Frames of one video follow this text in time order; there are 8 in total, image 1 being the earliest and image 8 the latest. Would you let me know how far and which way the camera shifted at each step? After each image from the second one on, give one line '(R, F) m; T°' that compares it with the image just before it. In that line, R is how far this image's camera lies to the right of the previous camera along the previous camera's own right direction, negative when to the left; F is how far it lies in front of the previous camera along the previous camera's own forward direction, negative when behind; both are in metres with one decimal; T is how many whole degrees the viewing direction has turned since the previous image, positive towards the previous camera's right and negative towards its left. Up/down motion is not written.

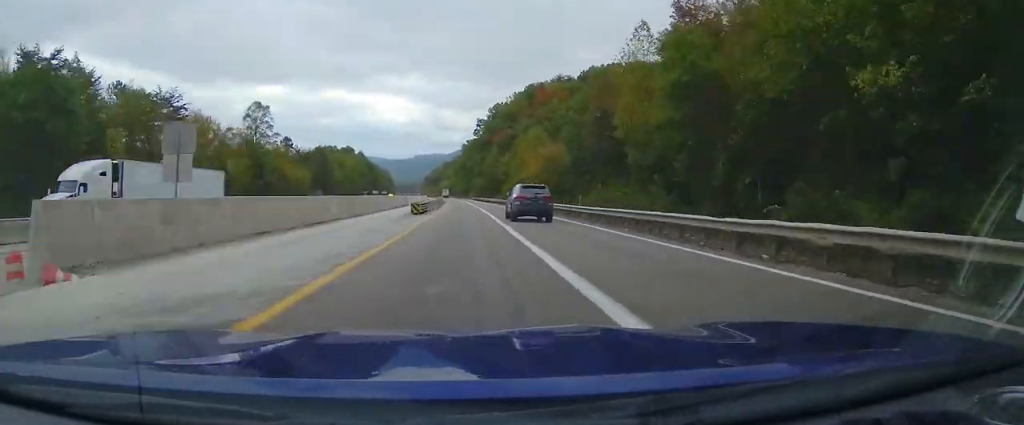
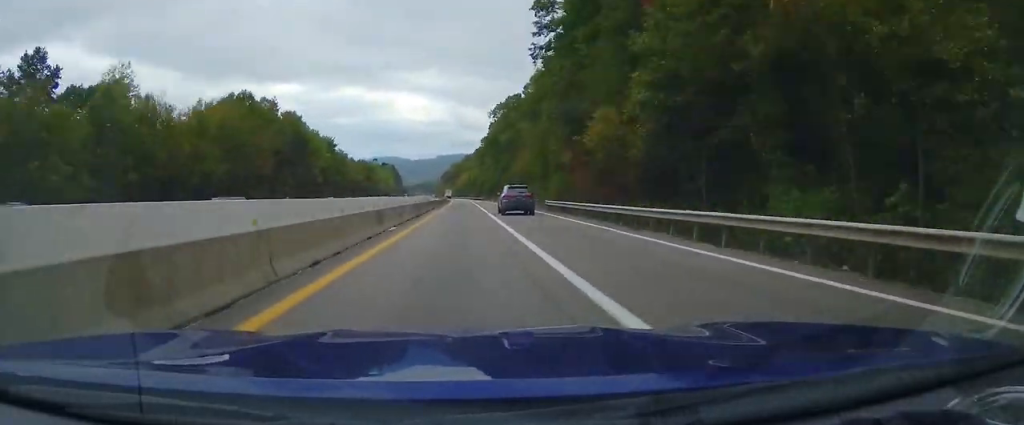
(-1.5, +127.7) m; -2°
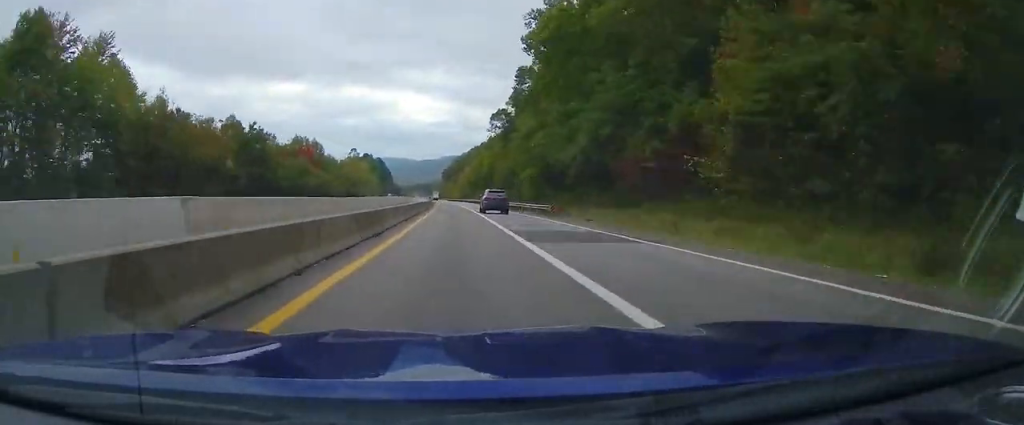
(-1.8, +108.7) m; -2°
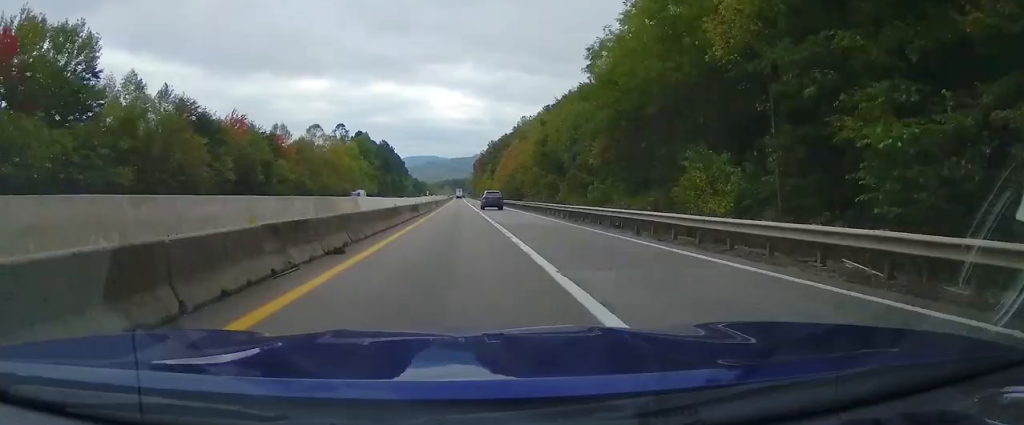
(-2.8, +117.8) m; -1°
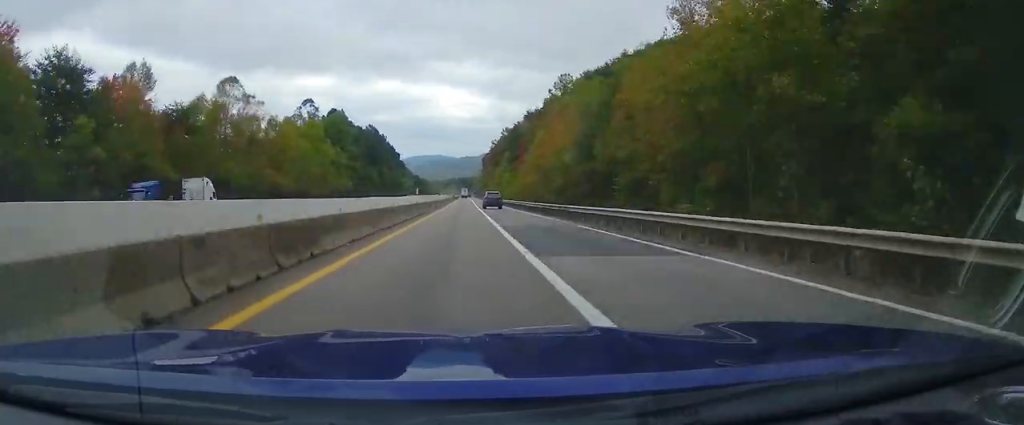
(-0.5, +61.2) m; -1°
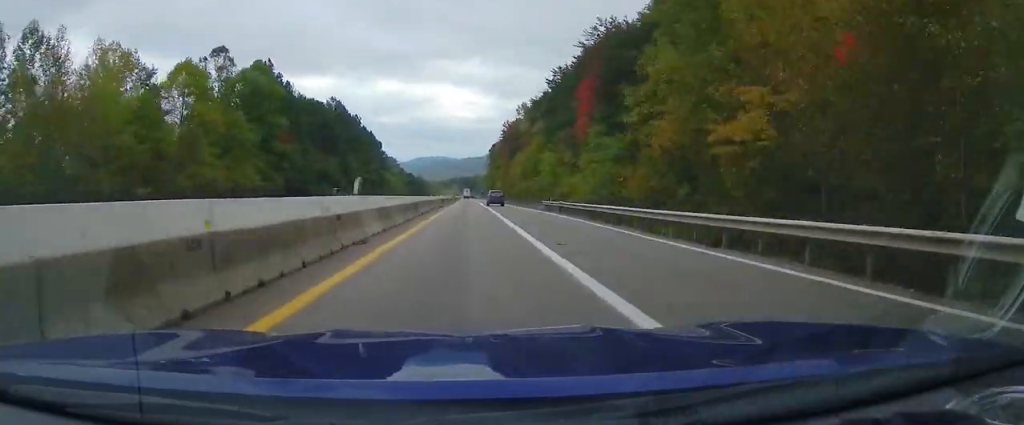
(0.0, +70.2) m; 0°
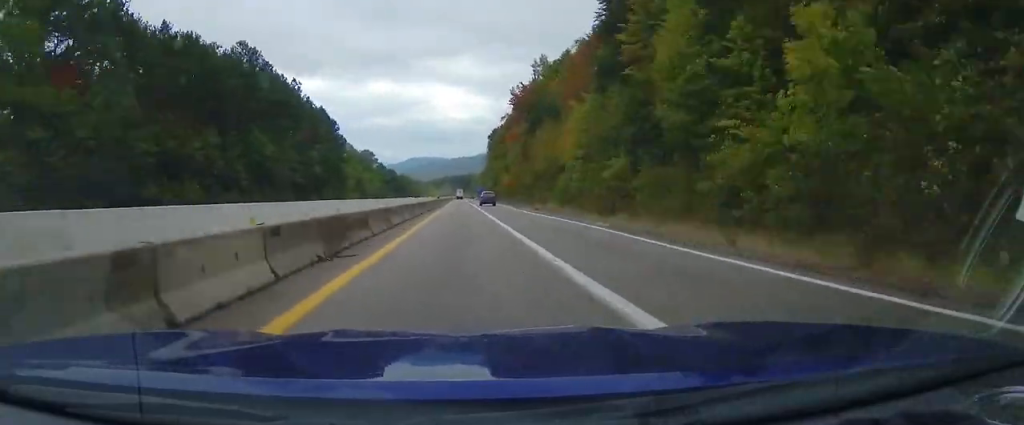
(+0.1, +65.4) m; 0°
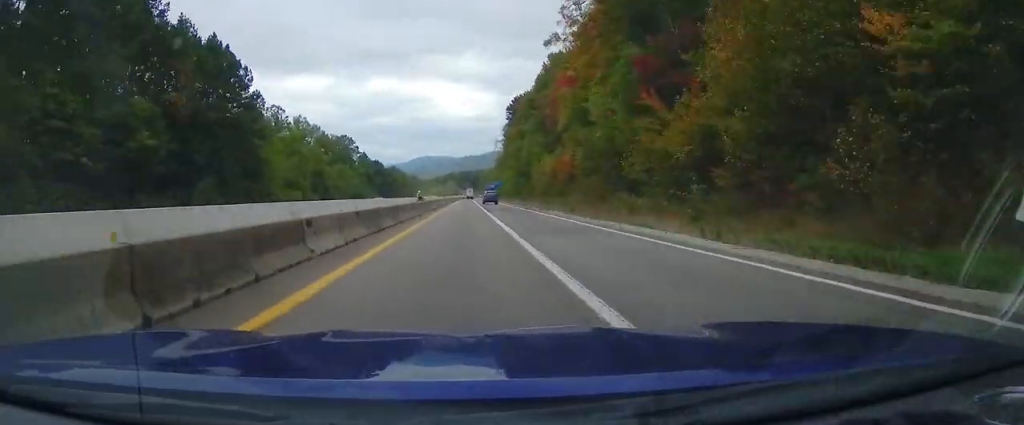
(-0.6, +69.4) m; 0°
